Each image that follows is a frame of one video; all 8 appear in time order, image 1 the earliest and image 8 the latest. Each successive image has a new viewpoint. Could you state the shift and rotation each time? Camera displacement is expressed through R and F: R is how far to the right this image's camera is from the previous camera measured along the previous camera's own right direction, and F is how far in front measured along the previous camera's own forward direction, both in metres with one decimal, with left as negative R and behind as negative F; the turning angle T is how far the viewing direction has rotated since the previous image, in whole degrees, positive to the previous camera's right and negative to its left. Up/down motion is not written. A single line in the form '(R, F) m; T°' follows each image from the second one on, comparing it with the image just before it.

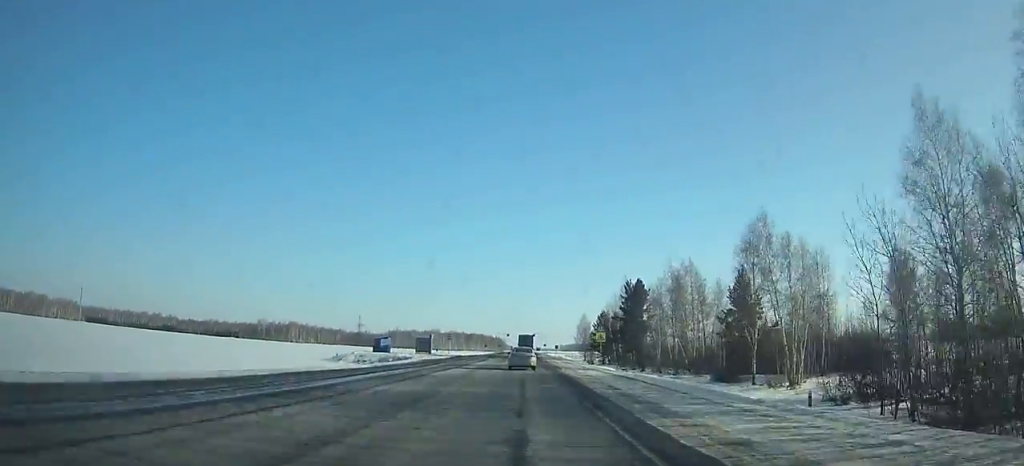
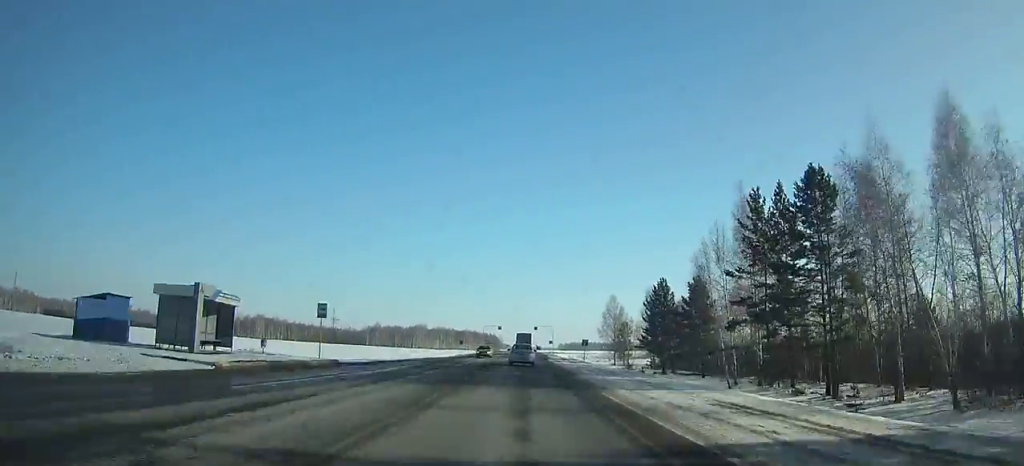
(+0.1, +59.3) m; 0°
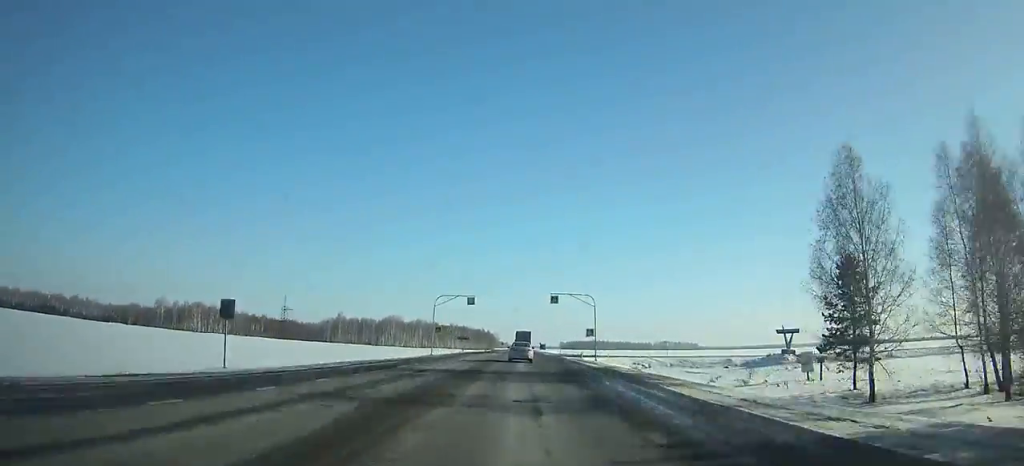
(+0.1, +87.9) m; 0°
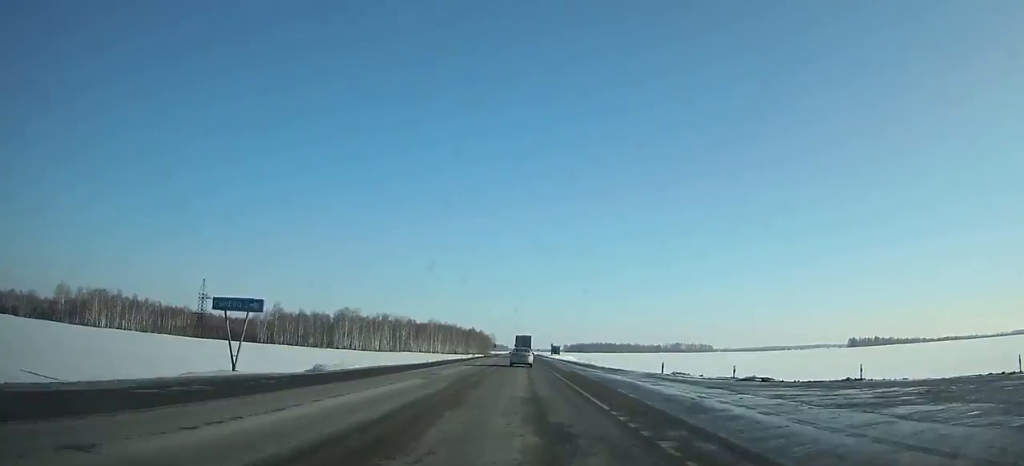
(+0.1, +92.2) m; 0°
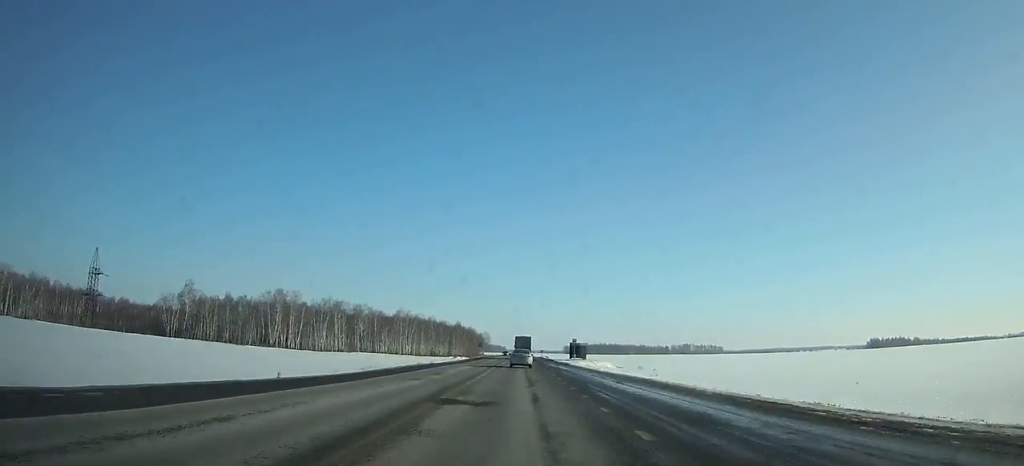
(+0.2, +70.0) m; 0°
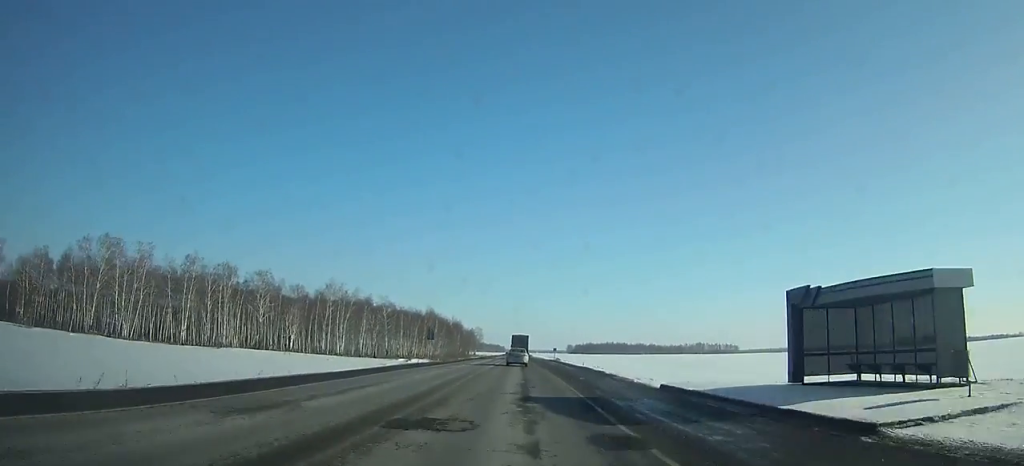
(0.0, +83.6) m; 0°
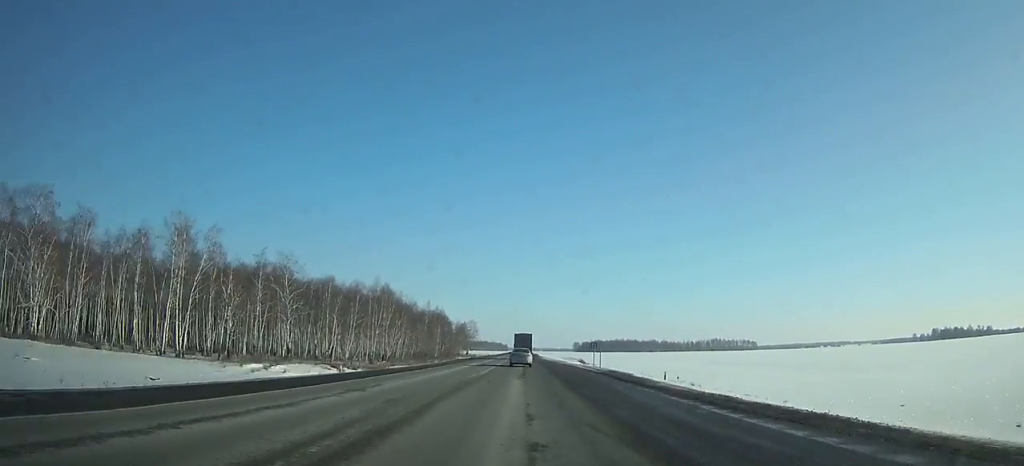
(-0.1, +66.8) m; 0°
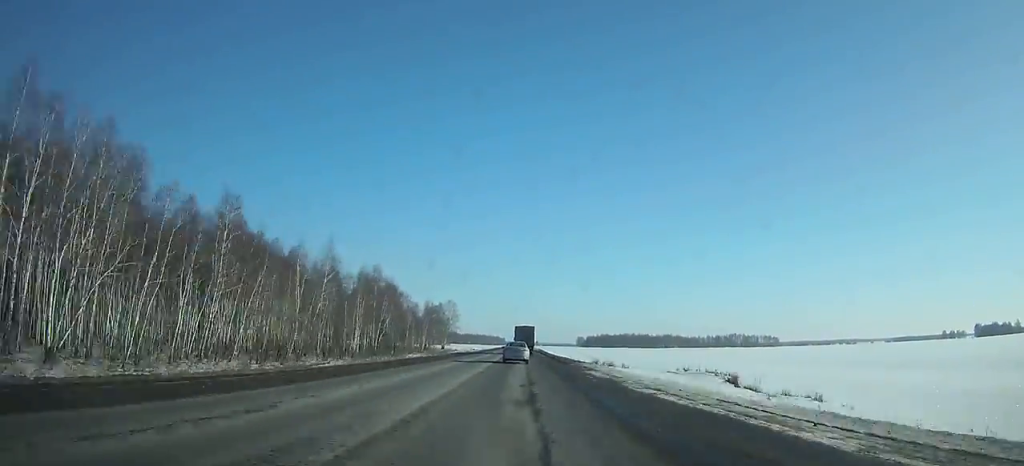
(-0.2, +85.7) m; 0°
